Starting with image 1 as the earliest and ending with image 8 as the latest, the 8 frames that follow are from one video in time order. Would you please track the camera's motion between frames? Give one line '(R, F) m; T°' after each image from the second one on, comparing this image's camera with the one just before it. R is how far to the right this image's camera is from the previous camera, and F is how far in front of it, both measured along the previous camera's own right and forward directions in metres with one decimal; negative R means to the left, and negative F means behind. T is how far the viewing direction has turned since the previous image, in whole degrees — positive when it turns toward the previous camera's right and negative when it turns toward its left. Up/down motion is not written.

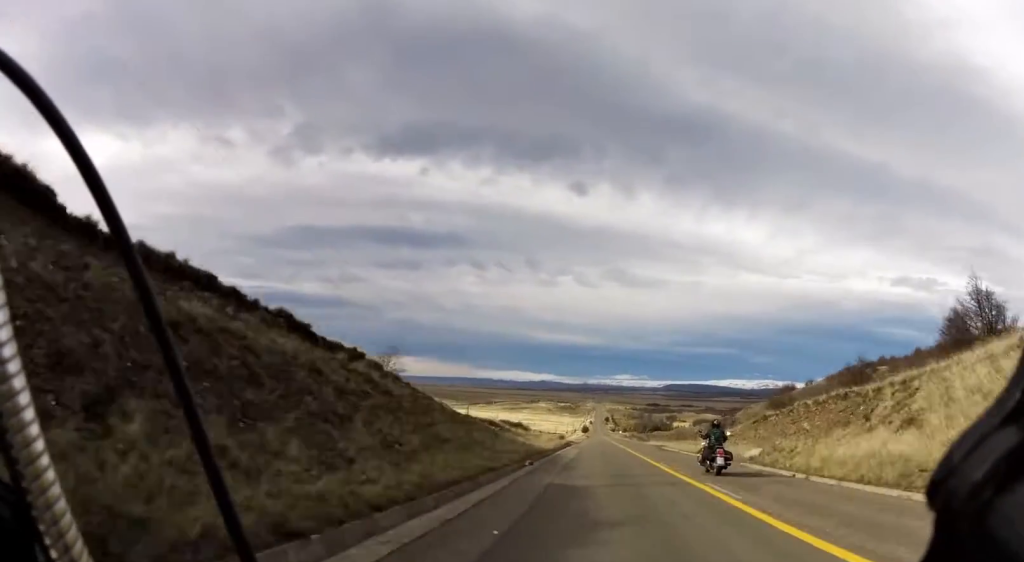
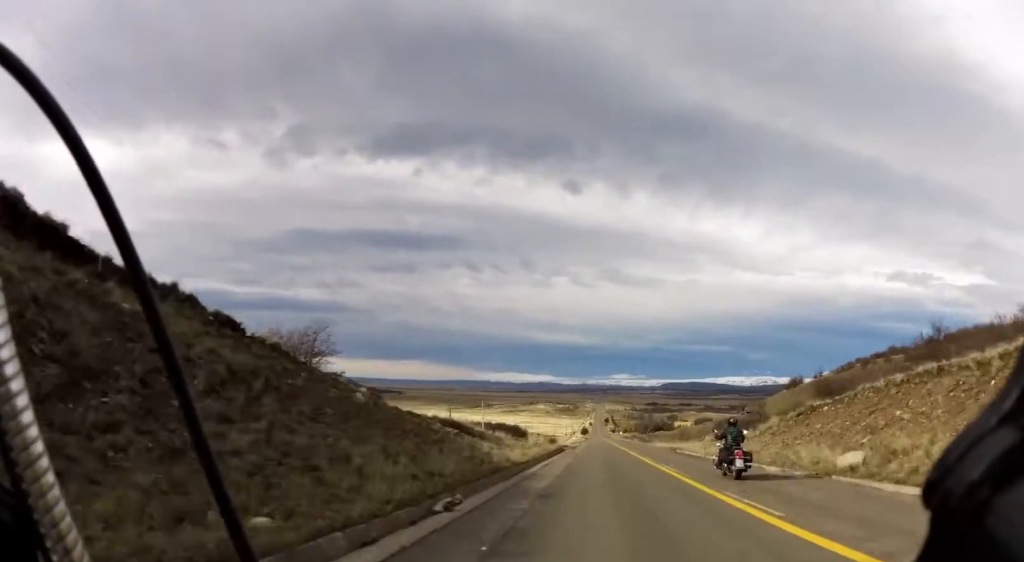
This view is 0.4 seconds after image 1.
(-0.1, +12.8) m; 0°
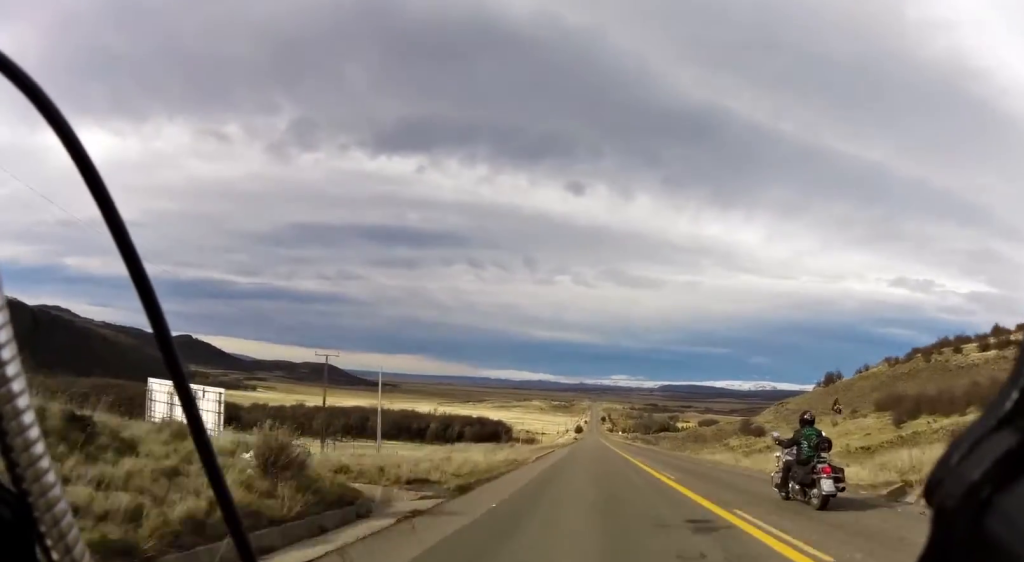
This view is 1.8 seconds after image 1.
(+0.3, +44.6) m; +1°
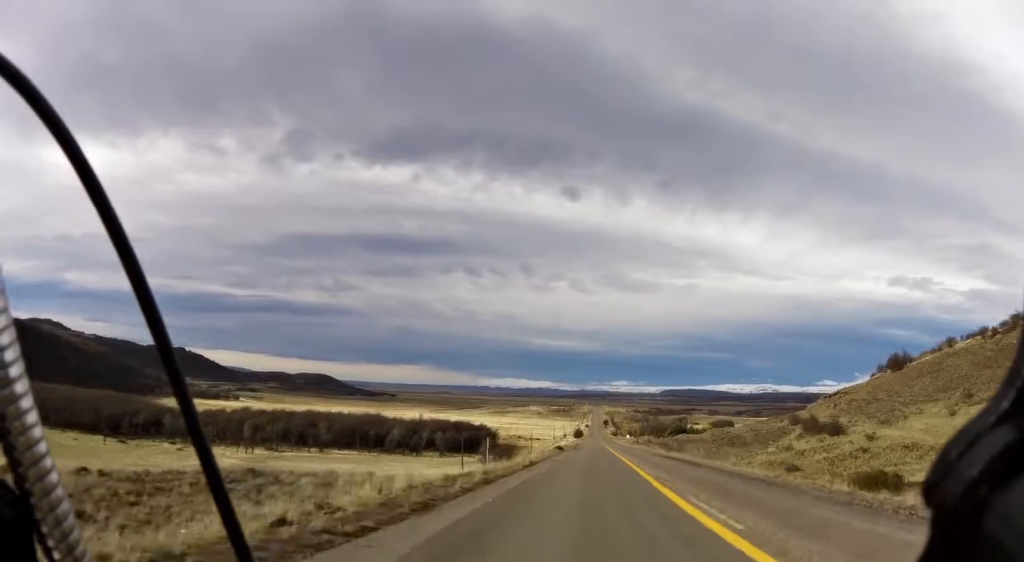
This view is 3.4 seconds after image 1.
(-0.8, +49.8) m; 0°
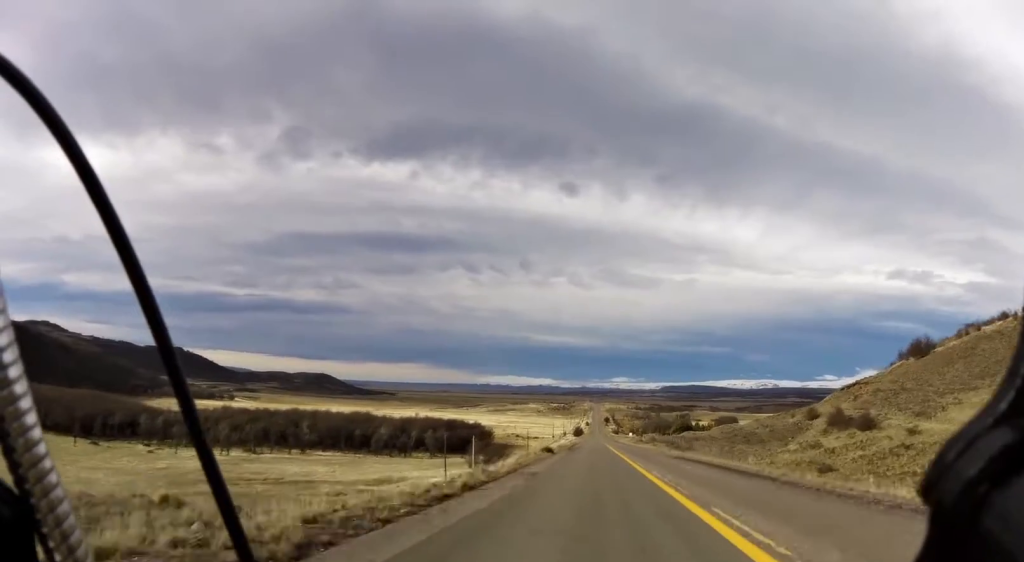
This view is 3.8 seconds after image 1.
(+0.7, +12.6) m; 0°
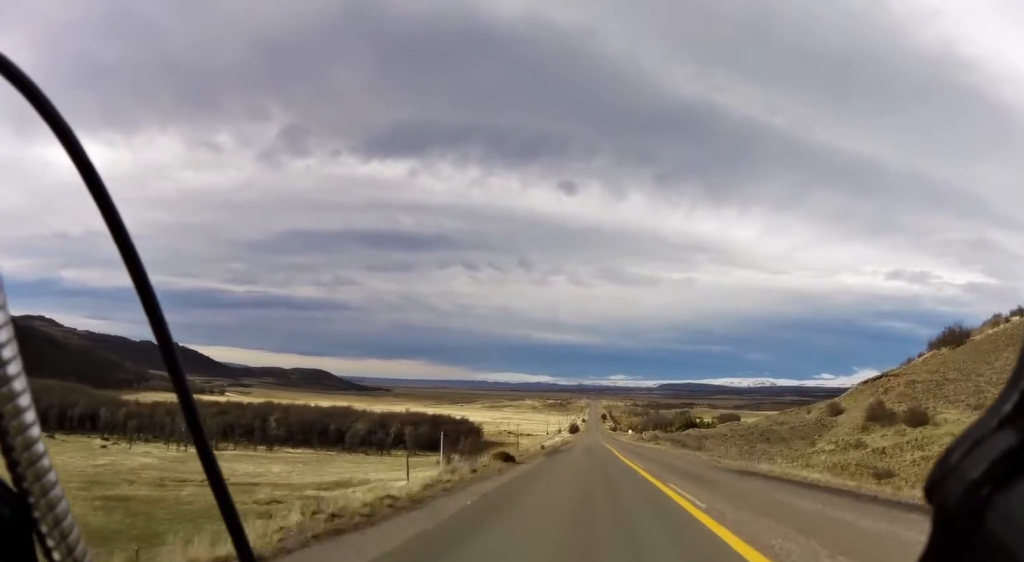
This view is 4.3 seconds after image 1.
(+0.5, +16.9) m; 0°
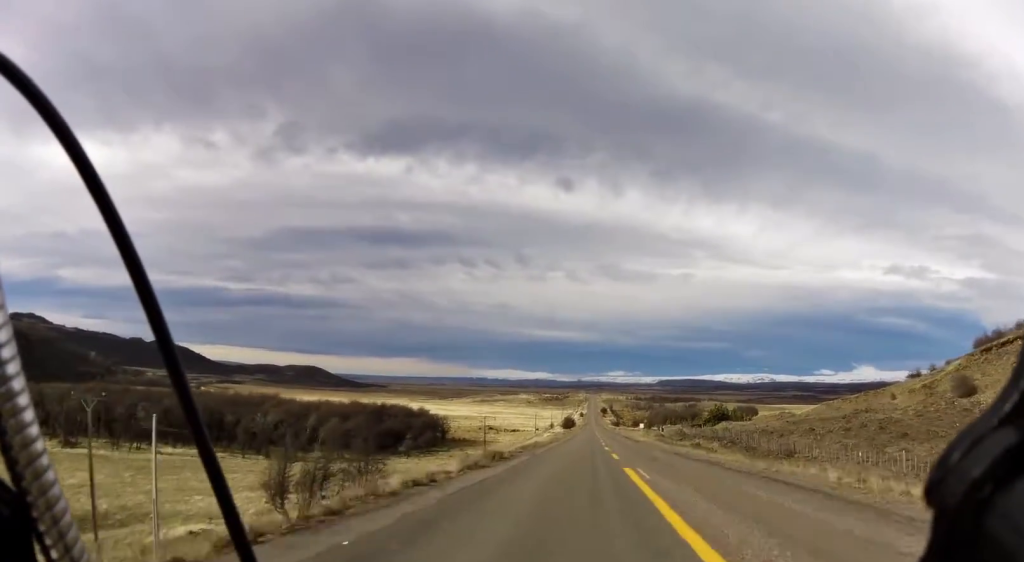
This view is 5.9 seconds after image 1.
(-0.9, +50.5) m; -1°
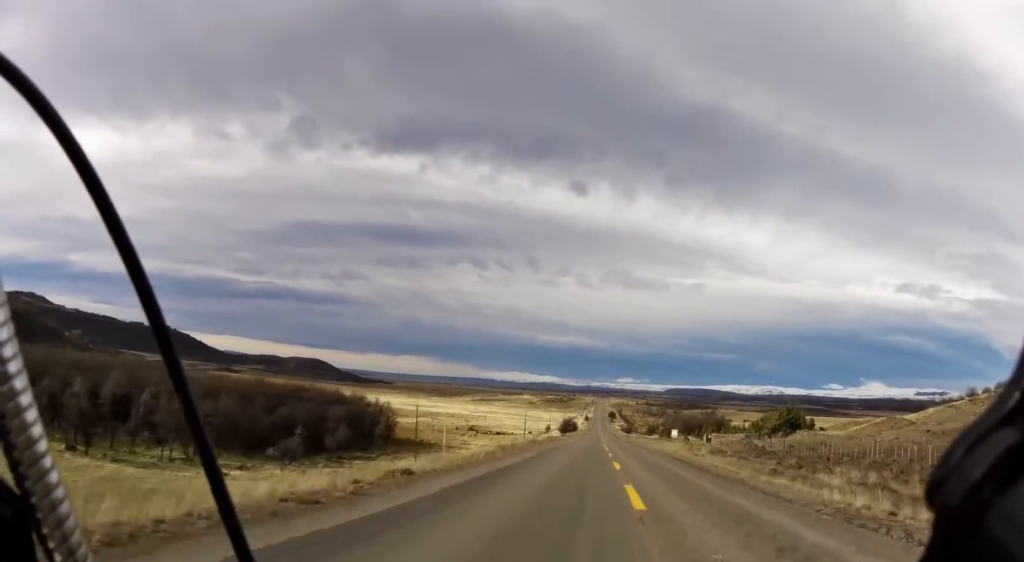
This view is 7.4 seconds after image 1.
(0.0, +48.1) m; +1°
